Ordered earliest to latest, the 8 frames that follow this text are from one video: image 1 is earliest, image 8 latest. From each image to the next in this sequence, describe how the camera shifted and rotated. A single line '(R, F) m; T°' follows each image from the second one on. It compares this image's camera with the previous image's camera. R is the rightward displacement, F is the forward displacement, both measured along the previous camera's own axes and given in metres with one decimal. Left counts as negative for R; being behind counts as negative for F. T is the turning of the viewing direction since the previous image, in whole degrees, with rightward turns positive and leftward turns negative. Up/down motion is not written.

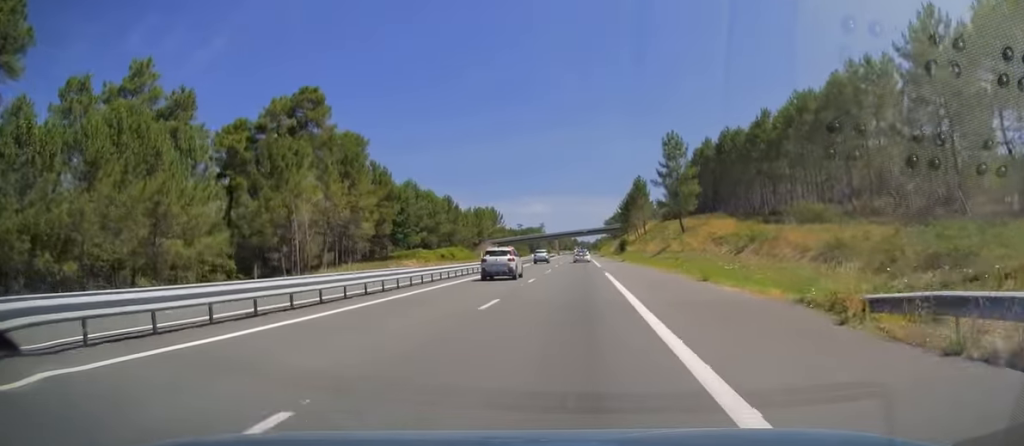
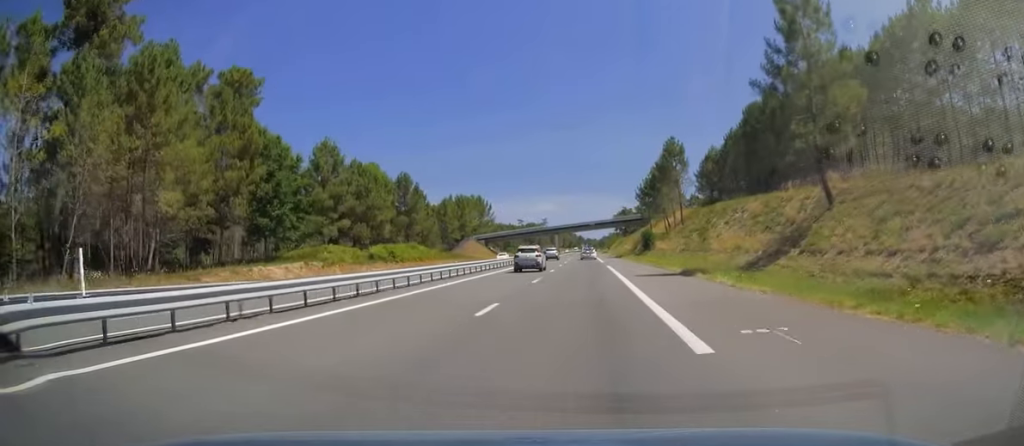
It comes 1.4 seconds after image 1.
(0.0, +41.9) m; 0°
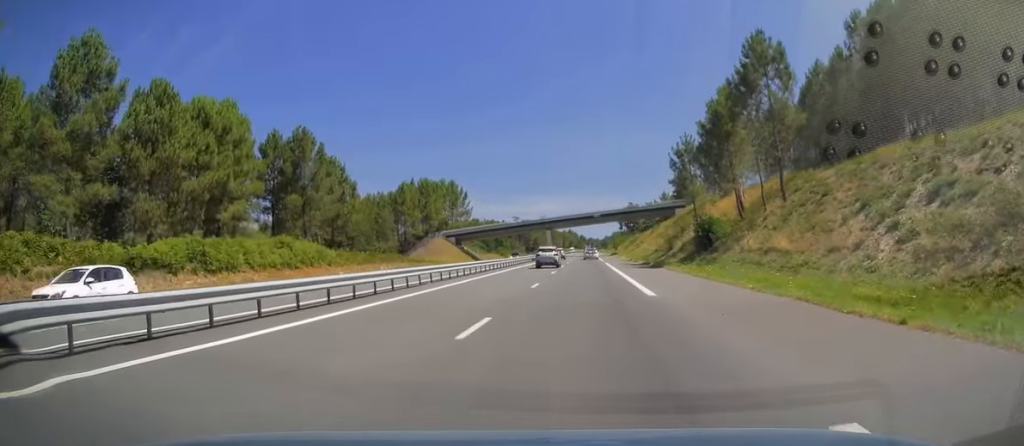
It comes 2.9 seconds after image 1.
(-0.2, +43.3) m; 0°
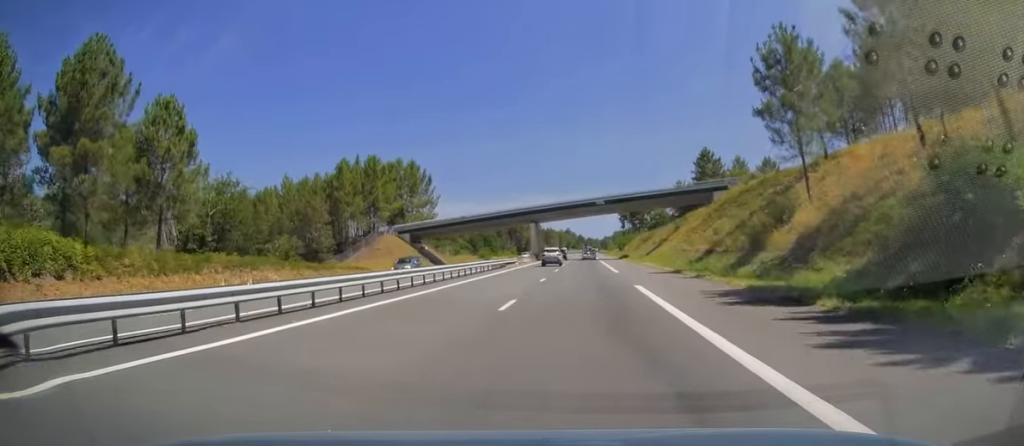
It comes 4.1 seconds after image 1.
(0.0, +34.9) m; 0°
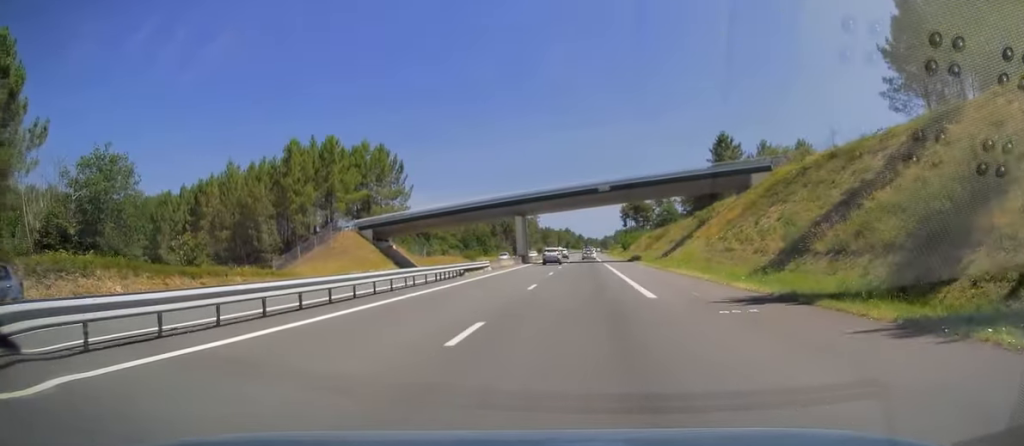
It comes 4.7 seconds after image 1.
(0.0, +18.7) m; 0°
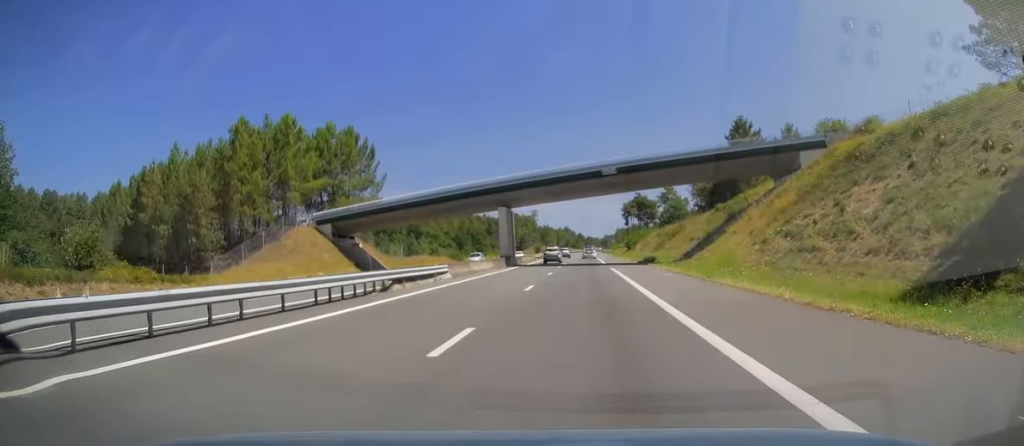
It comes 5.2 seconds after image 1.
(0.0, +14.3) m; 0°
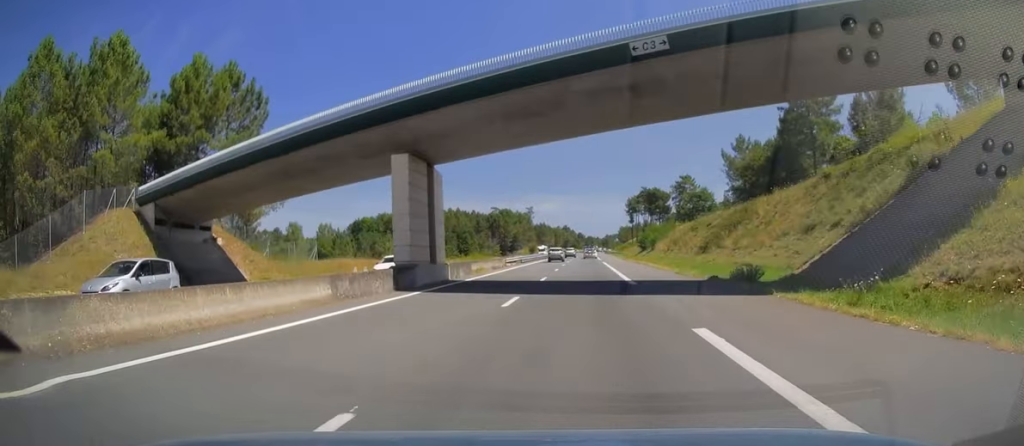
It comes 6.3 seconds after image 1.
(0.0, +32.5) m; 0°
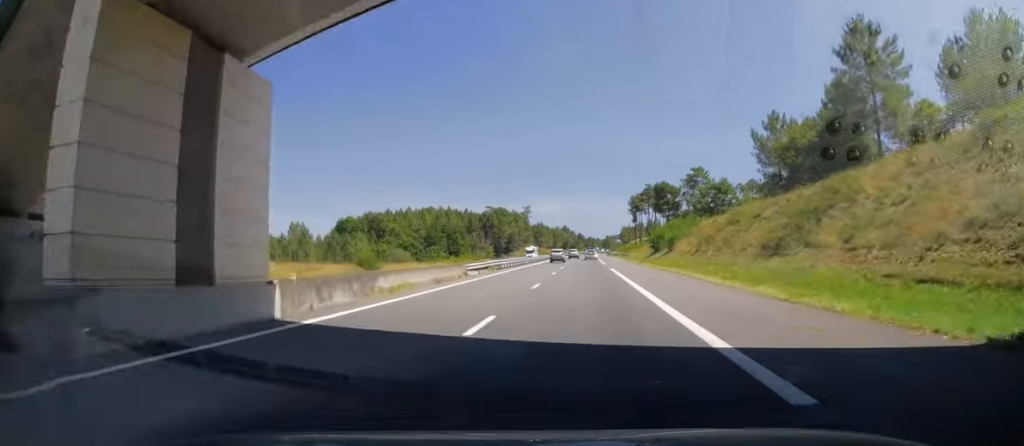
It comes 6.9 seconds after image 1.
(0.0, +18.2) m; 0°
